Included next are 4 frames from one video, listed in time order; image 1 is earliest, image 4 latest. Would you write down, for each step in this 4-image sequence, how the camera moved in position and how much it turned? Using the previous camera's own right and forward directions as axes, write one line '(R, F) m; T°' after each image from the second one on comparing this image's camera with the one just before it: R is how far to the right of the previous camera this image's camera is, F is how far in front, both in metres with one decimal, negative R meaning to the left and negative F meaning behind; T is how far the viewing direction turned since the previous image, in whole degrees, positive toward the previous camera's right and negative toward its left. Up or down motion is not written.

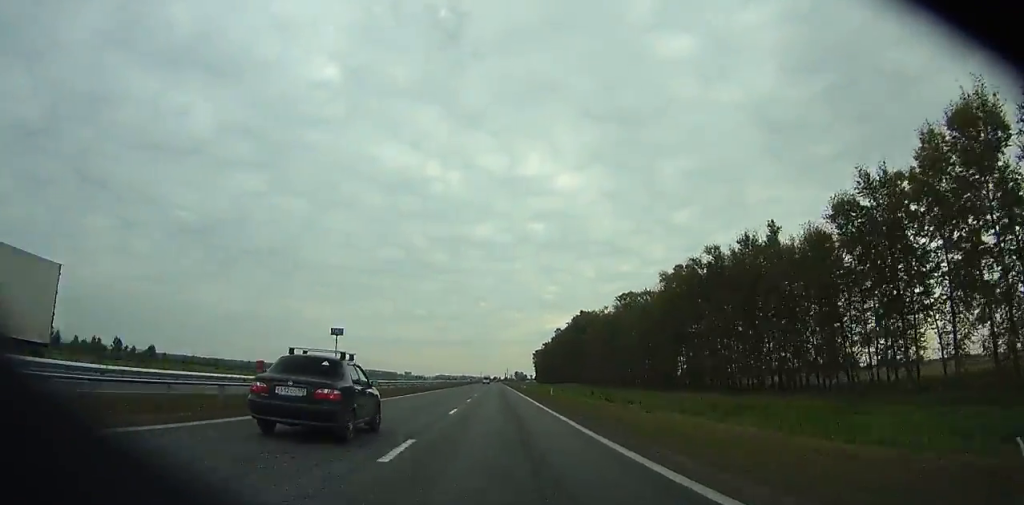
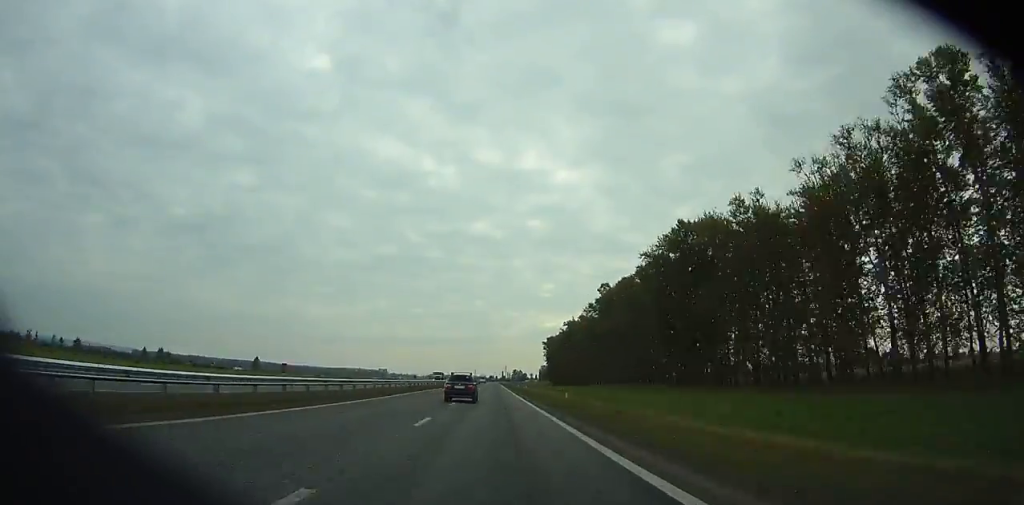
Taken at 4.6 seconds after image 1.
(+0.2, +113.2) m; 0°
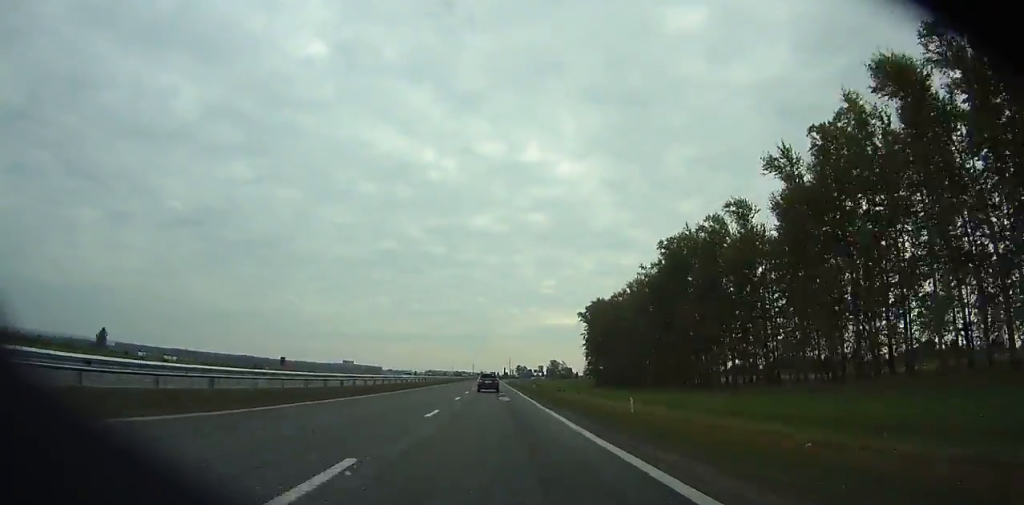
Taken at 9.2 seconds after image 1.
(-0.2, +115.4) m; 0°
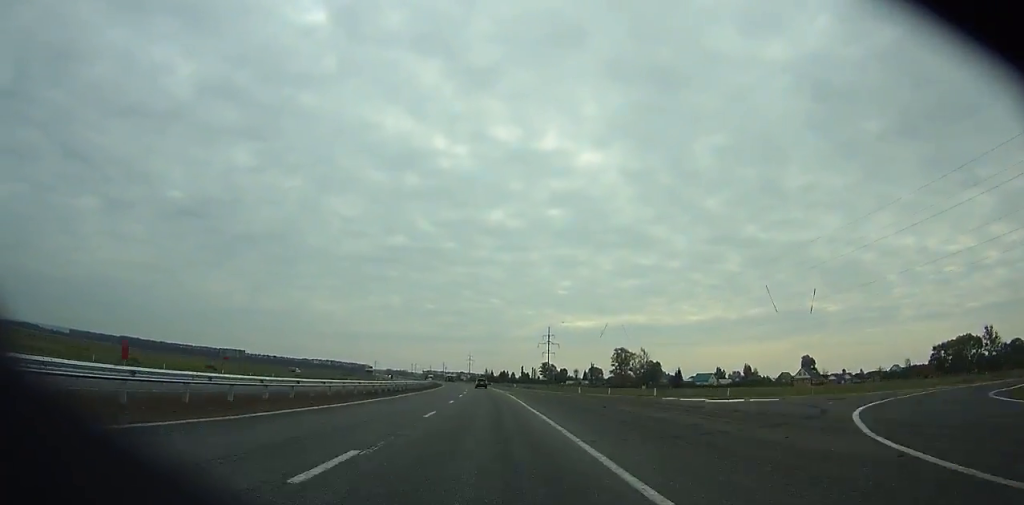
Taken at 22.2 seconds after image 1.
(+1.0, +322.9) m; -1°
